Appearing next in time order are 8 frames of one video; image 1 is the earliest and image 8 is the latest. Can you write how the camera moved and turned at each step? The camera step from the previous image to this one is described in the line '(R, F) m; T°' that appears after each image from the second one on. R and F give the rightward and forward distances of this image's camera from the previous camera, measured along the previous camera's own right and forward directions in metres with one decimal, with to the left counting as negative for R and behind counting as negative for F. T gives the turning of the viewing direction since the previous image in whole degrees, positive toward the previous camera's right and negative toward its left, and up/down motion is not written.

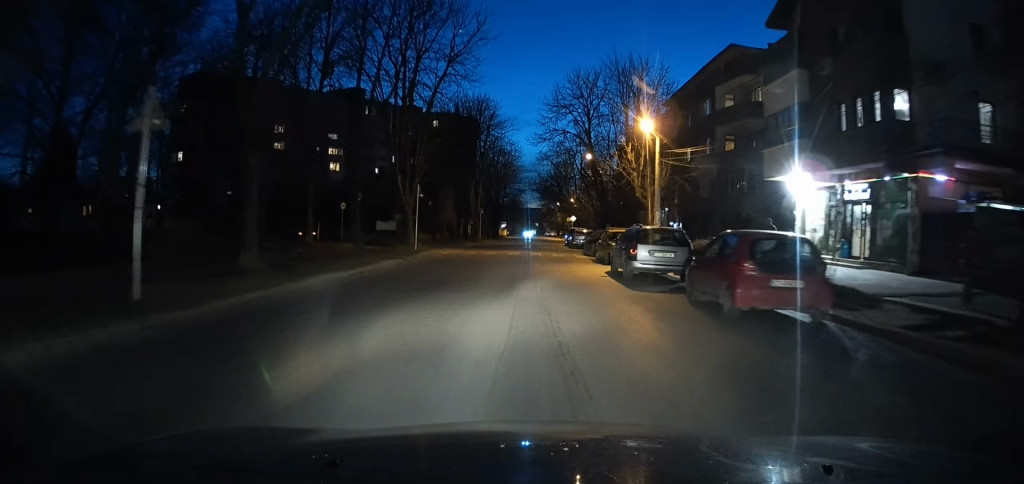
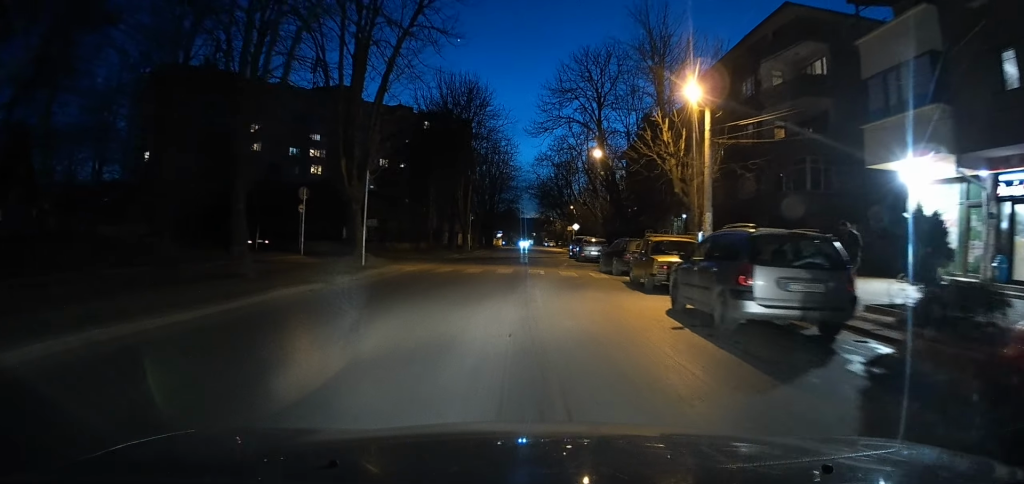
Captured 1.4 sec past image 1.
(-0.1, +8.7) m; 0°
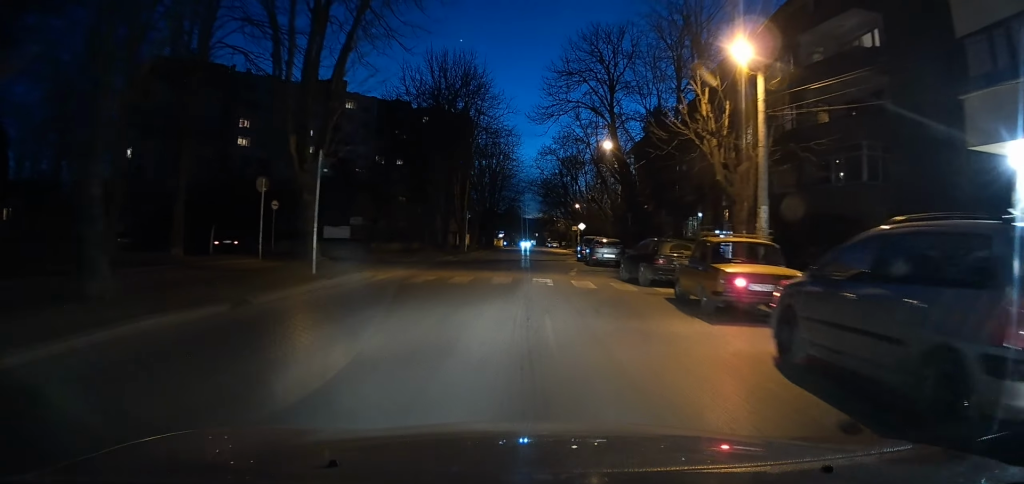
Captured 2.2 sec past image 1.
(0.0, +4.7) m; +3°
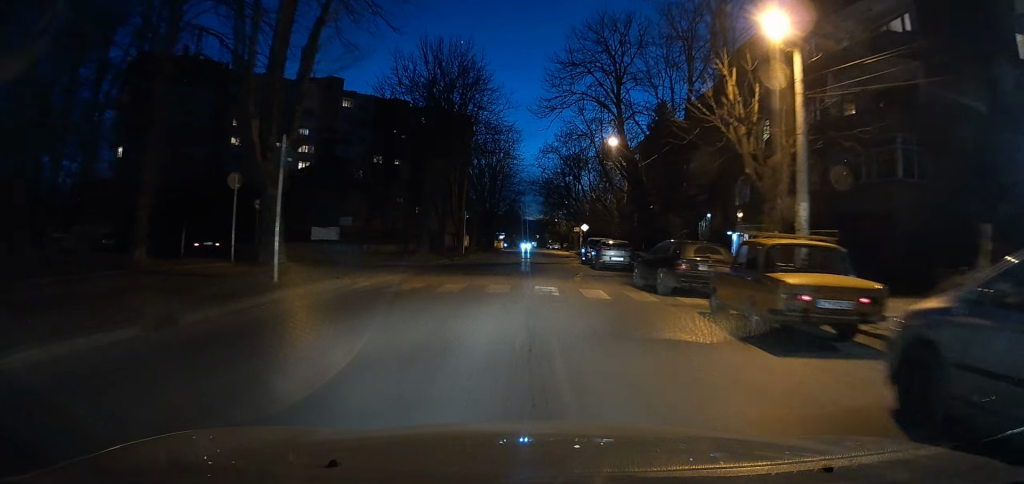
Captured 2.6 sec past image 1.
(+0.2, +2.3) m; +1°
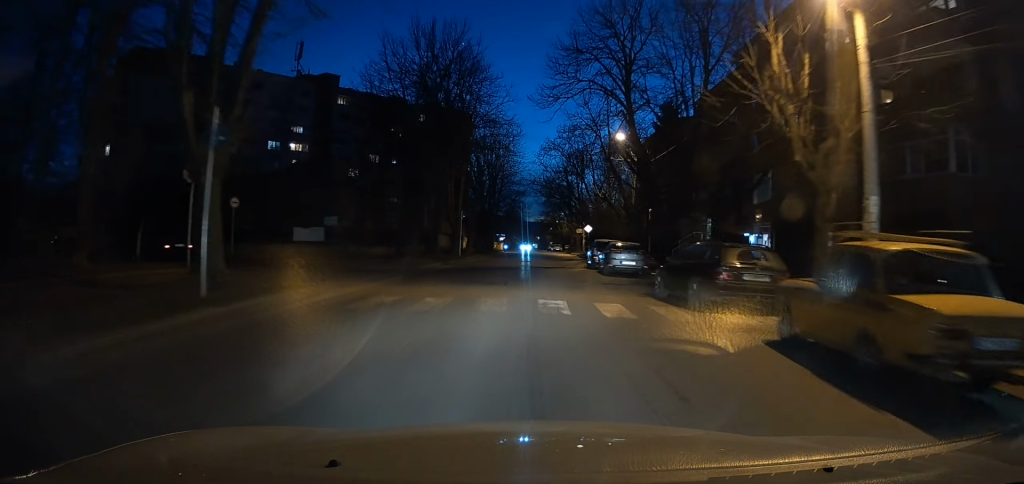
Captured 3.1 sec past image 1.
(+0.1, +2.9) m; 0°
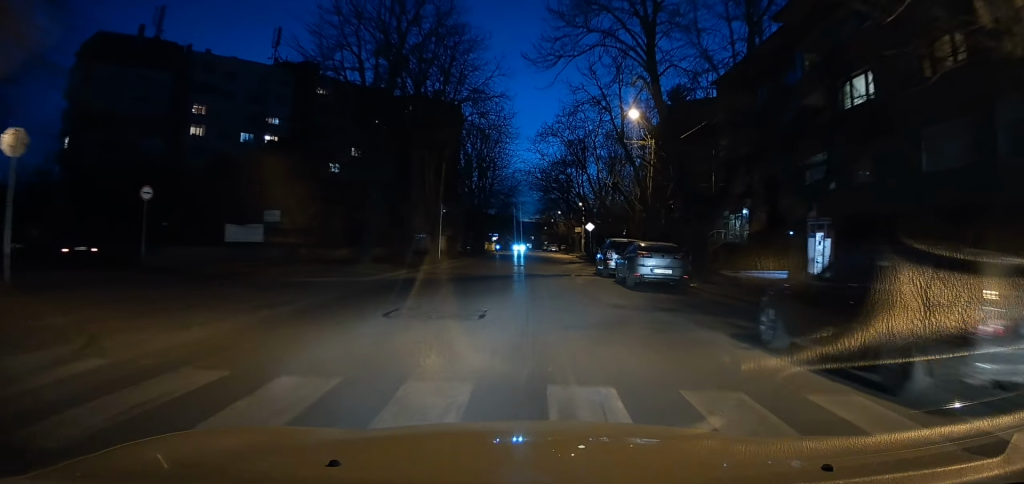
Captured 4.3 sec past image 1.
(-0.4, +6.7) m; -4°
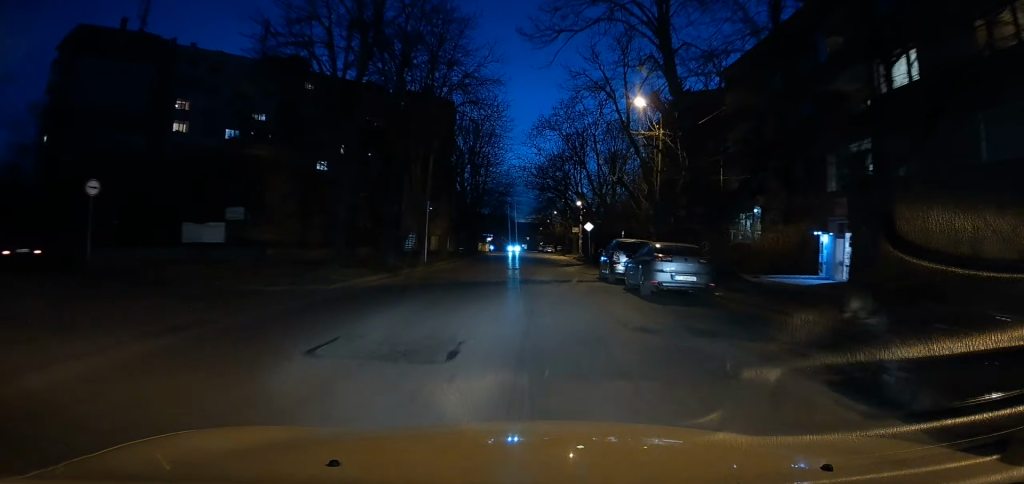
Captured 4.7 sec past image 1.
(-0.1, +2.6) m; 0°
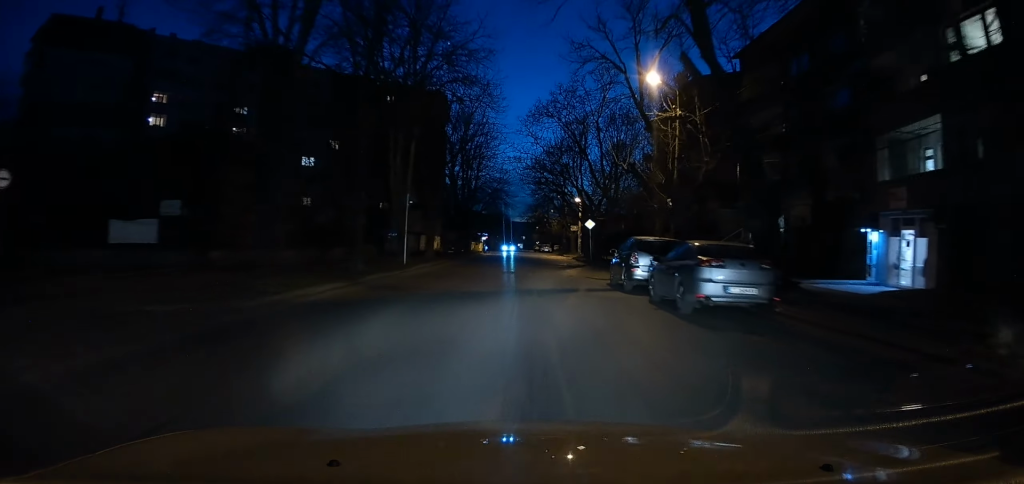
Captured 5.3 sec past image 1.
(0.0, +3.5) m; +1°
